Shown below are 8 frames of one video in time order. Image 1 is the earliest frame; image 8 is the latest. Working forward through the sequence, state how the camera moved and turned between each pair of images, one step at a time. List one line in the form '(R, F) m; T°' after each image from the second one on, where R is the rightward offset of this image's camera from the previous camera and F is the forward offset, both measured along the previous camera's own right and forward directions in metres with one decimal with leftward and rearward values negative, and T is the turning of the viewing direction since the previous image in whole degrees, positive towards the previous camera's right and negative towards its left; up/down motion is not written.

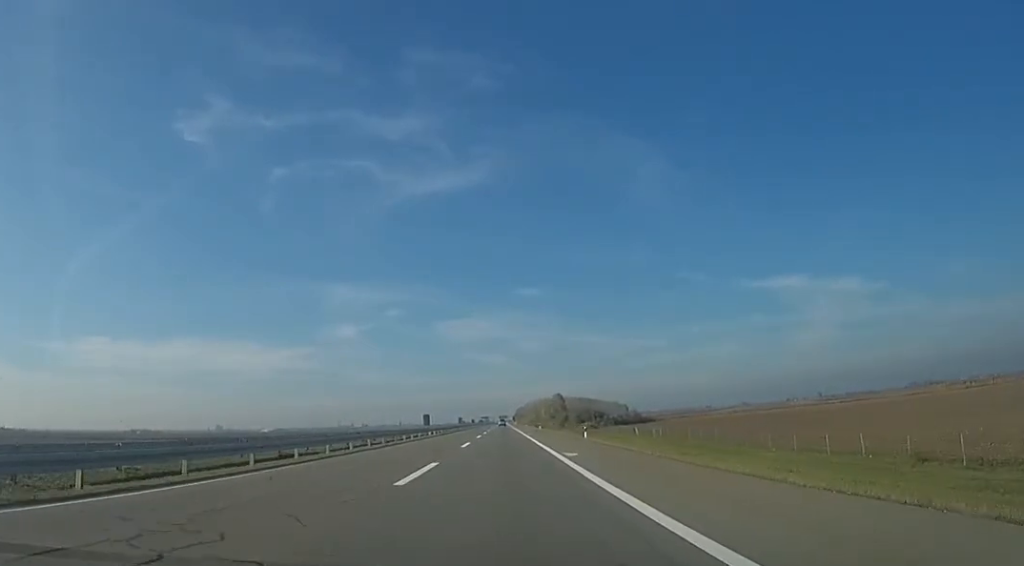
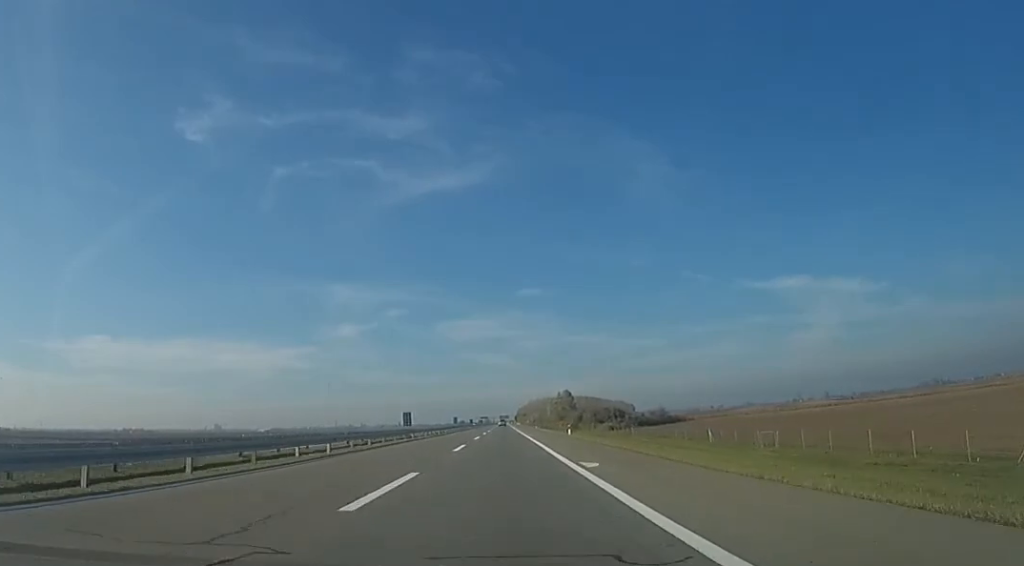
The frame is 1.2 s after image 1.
(-0.1, +40.2) m; 0°
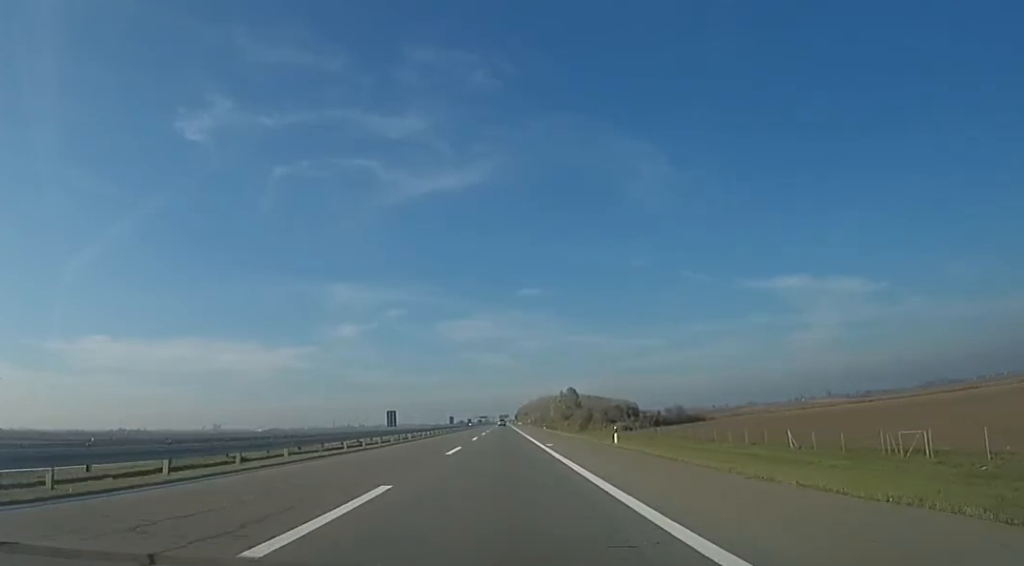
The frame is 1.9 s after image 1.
(-0.1, +21.2) m; 0°
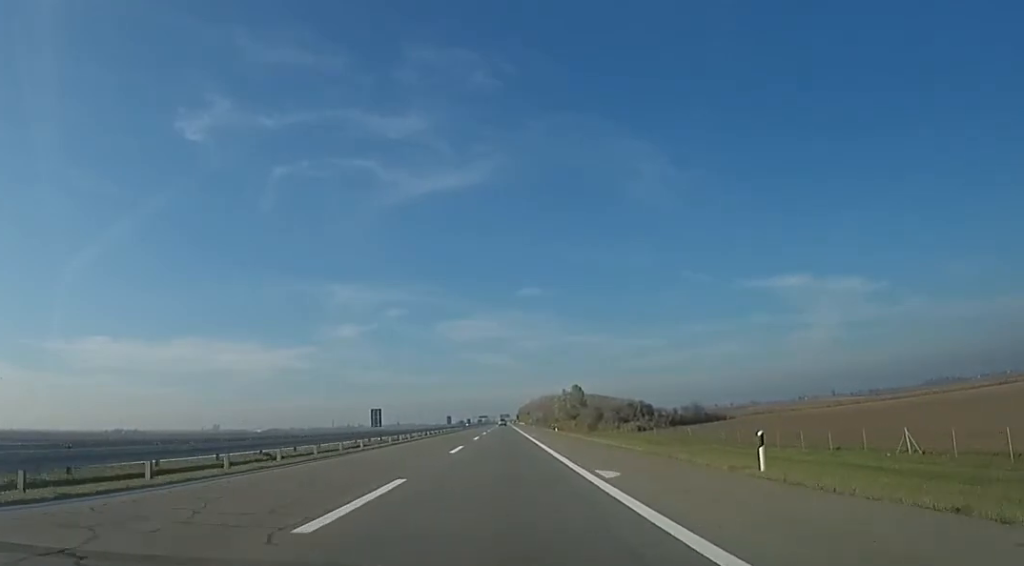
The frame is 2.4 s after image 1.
(0.0, +16.8) m; 0°
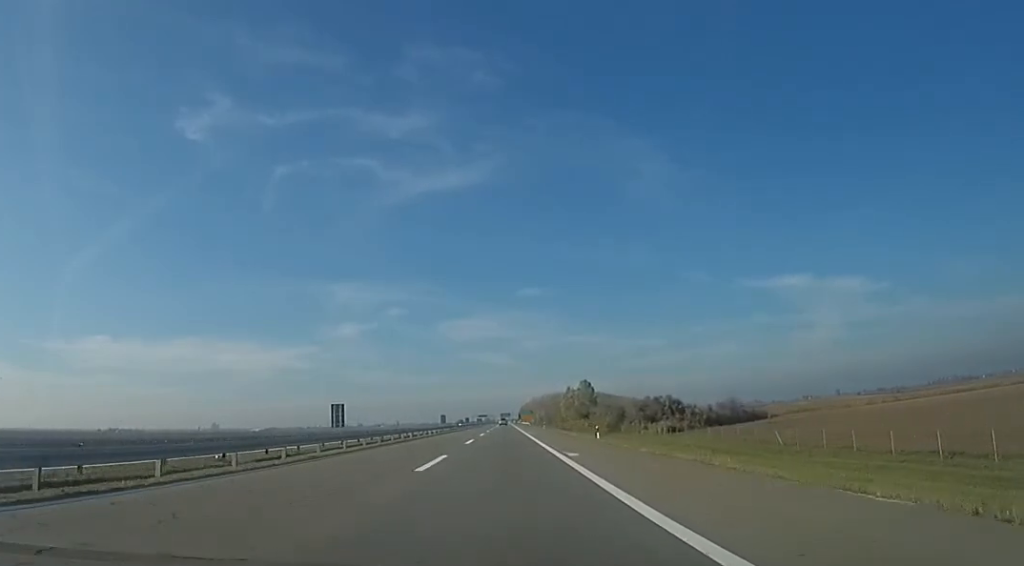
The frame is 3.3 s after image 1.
(0.0, +27.6) m; 0°
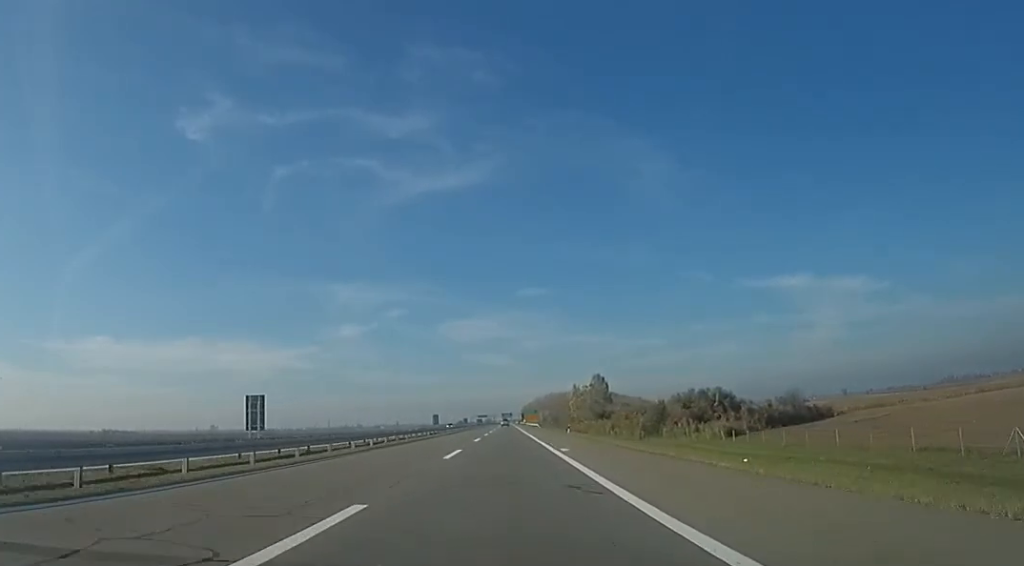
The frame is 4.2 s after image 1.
(0.0, +30.8) m; 0°
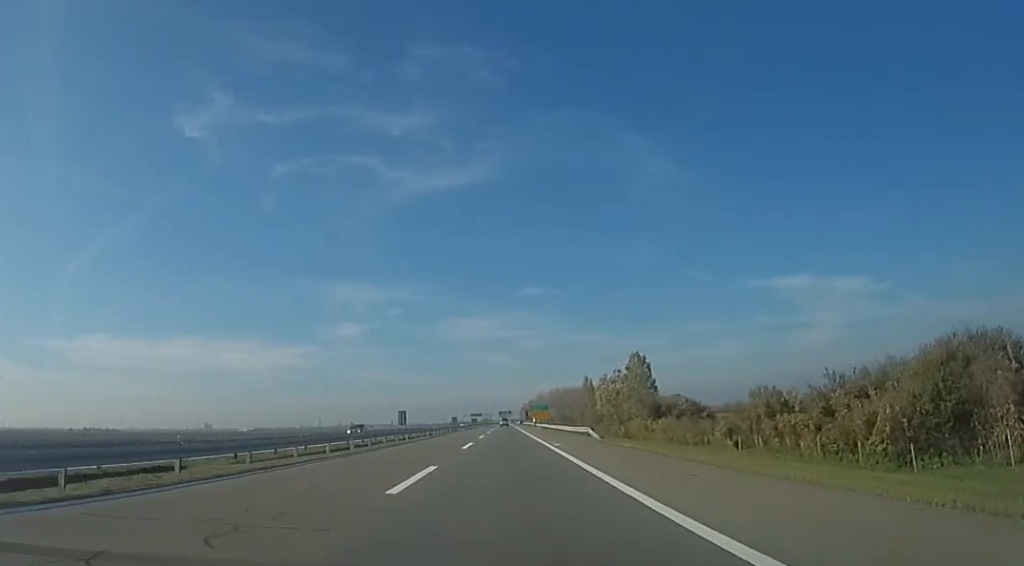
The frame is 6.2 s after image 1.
(0.0, +64.6) m; 0°
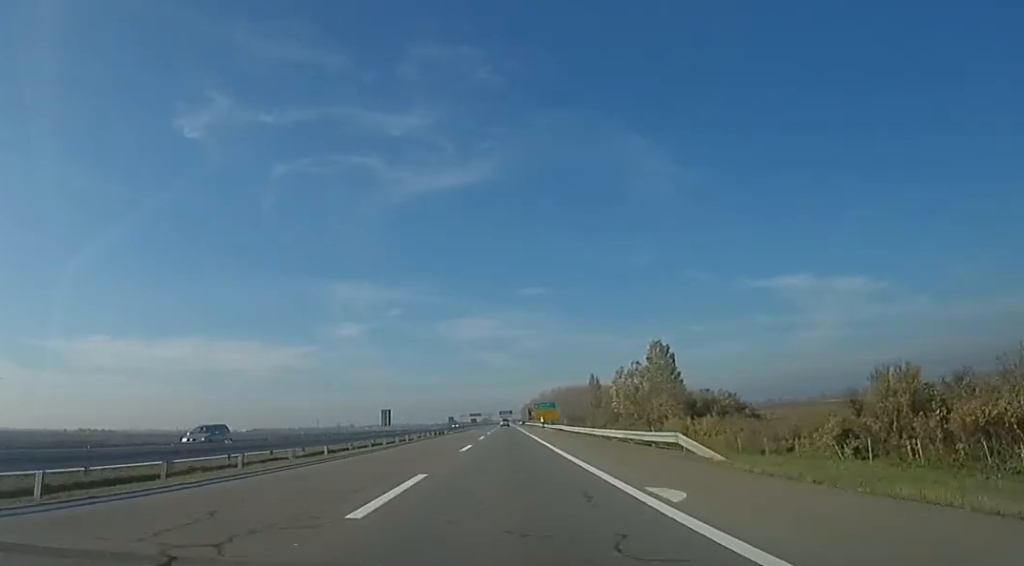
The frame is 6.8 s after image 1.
(0.0, +20.6) m; 0°
